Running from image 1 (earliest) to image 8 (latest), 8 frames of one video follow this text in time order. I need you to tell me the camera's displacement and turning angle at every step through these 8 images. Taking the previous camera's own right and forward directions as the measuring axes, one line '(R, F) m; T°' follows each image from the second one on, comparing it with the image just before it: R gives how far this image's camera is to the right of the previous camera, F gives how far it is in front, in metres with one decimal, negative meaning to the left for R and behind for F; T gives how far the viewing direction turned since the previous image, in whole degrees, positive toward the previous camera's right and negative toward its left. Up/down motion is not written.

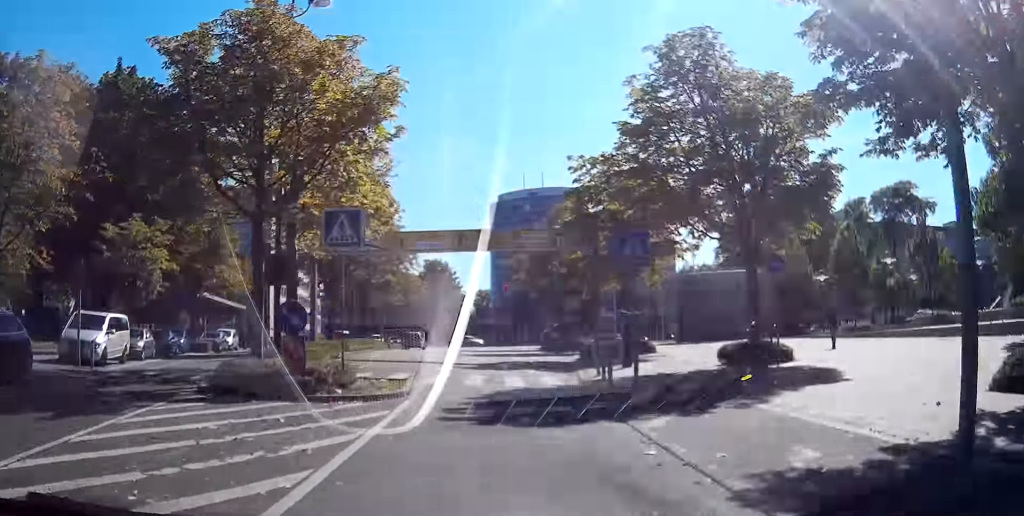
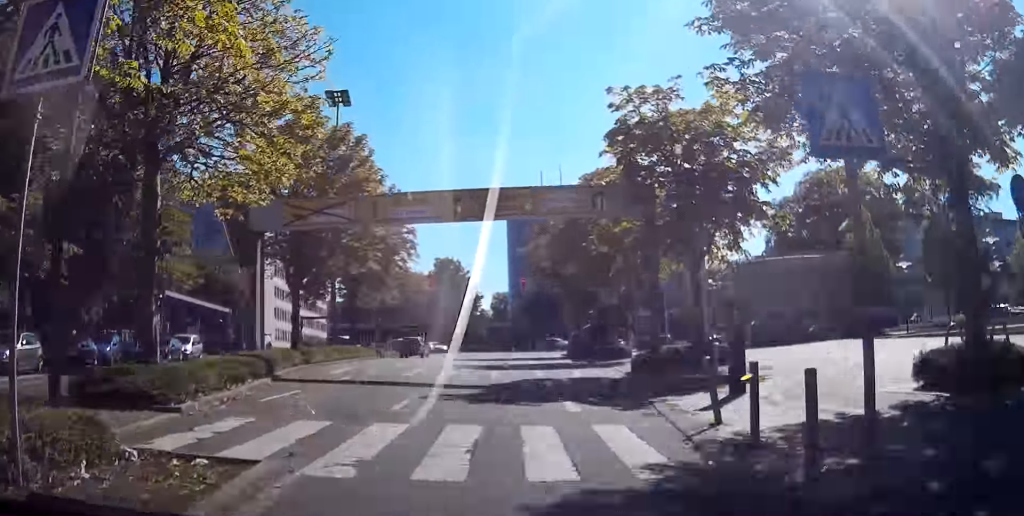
(+0.4, +13.0) m; +2°
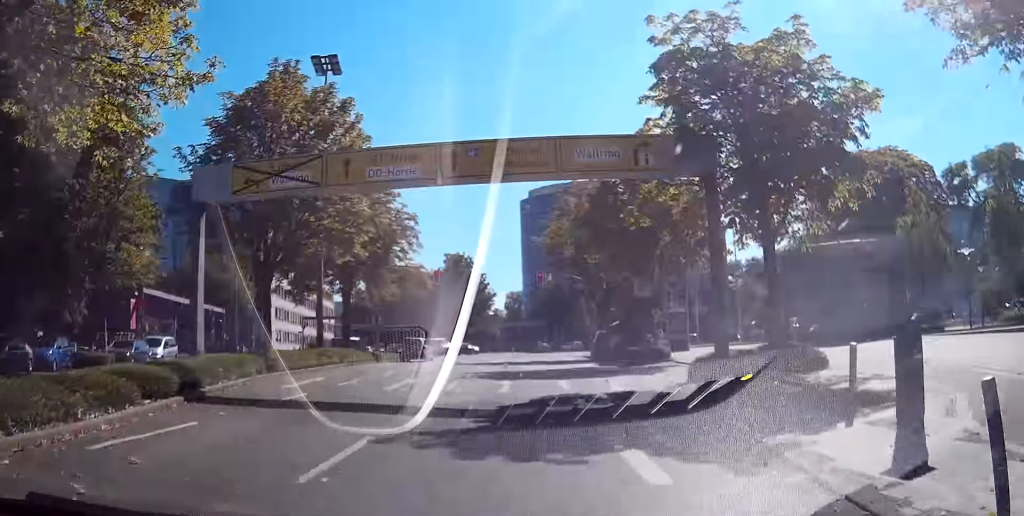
(0.0, +7.4) m; -1°
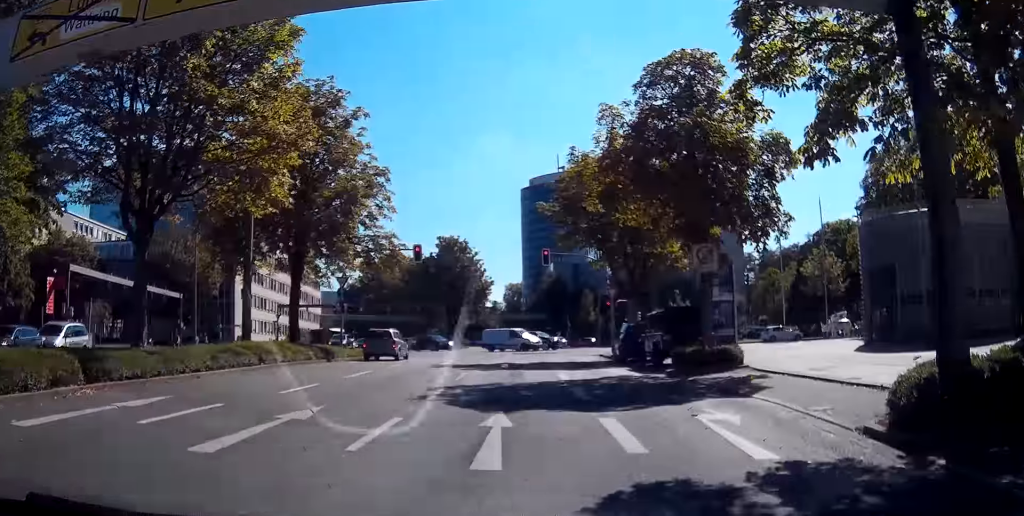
(-0.1, +12.8) m; -1°
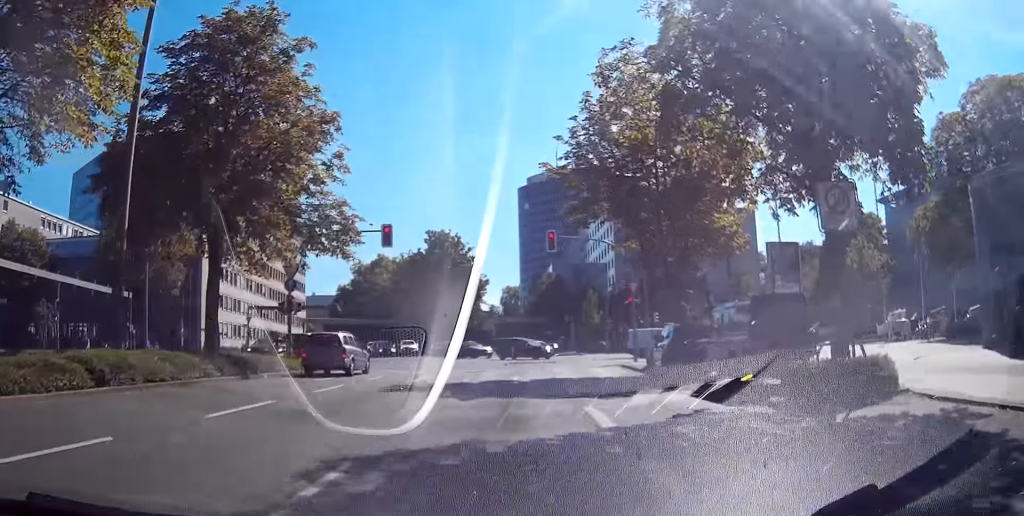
(-0.1, +12.2) m; 0°
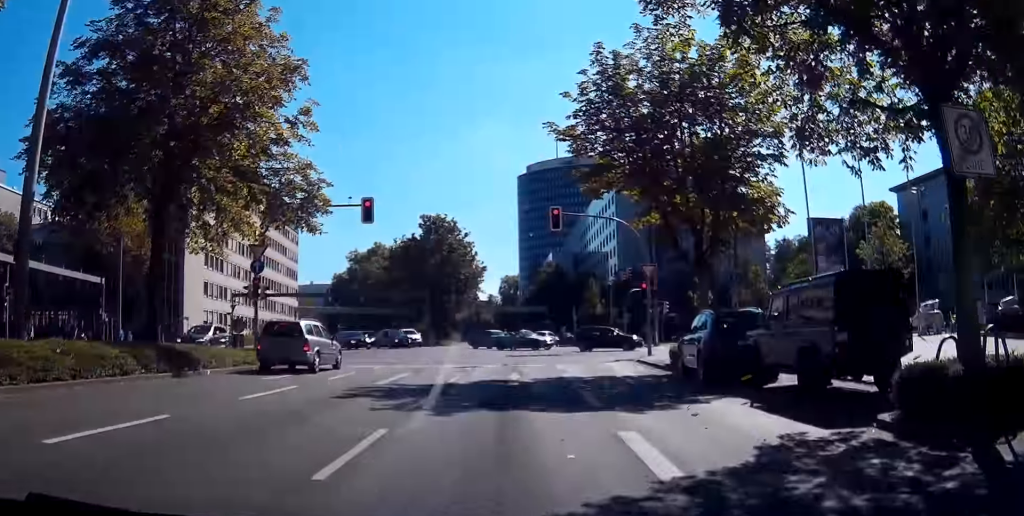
(0.0, +5.9) m; 0°
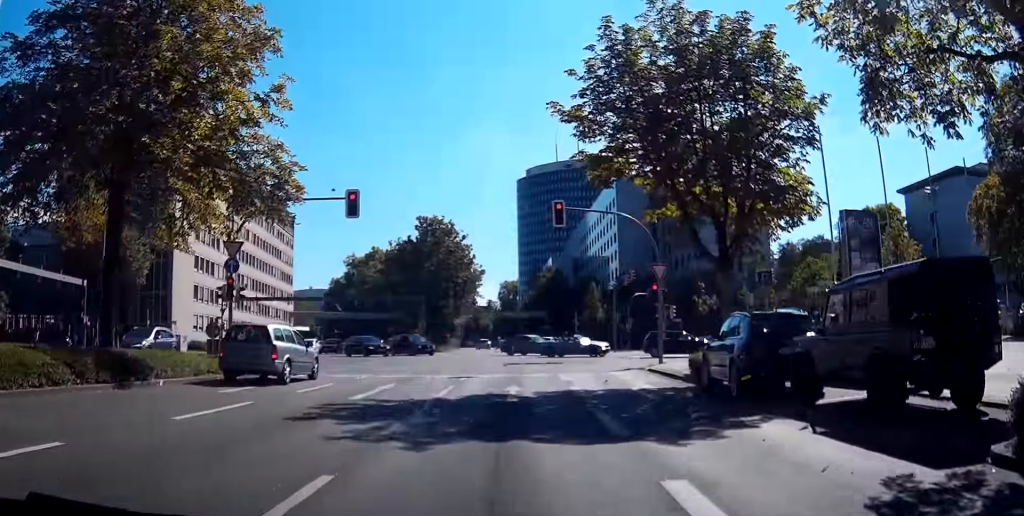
(0.0, +3.7) m; -1°
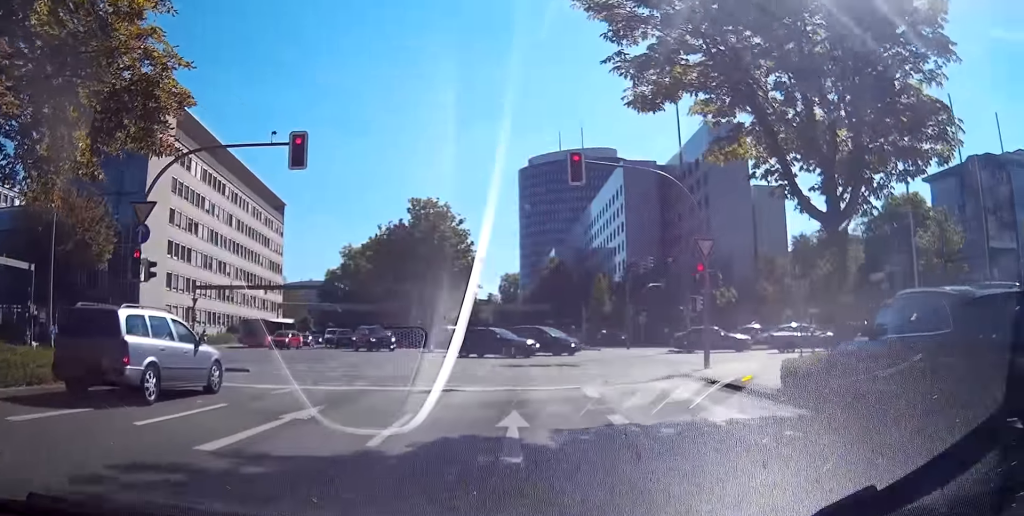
(-0.2, +8.6) m; -5°
